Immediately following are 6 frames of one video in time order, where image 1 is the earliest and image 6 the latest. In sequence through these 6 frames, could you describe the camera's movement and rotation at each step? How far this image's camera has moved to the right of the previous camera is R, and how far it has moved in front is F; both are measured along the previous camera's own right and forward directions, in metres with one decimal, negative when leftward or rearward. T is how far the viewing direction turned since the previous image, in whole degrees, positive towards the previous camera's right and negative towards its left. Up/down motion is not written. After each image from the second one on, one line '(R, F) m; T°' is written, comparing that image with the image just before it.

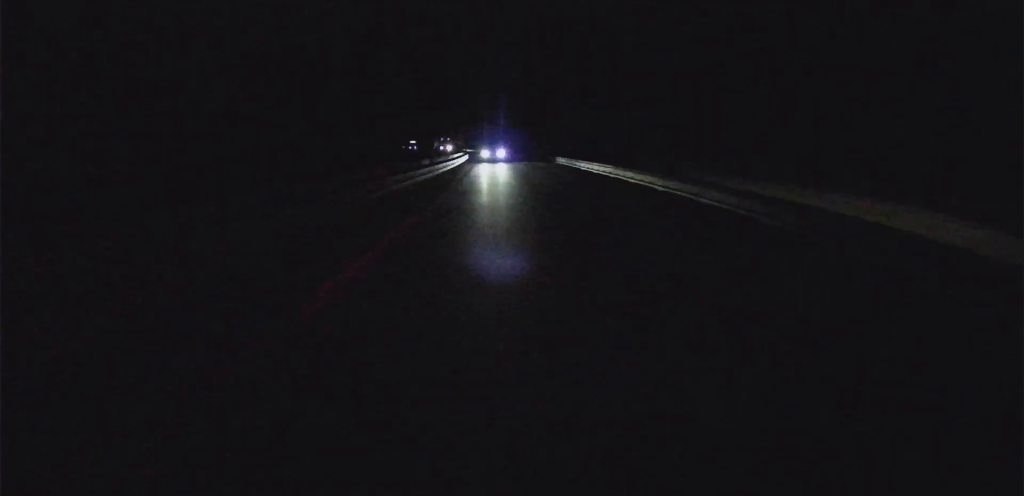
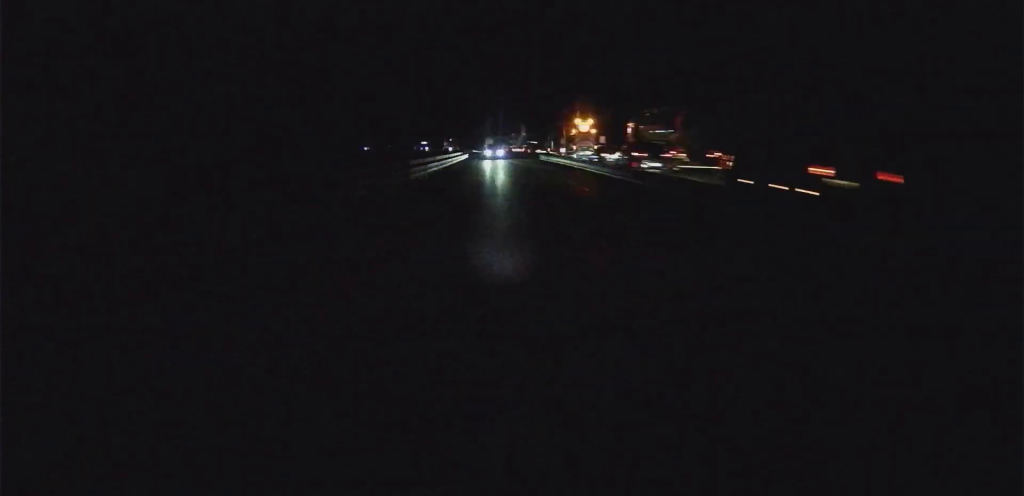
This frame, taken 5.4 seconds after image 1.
(+9.8, +93.2) m; +7°
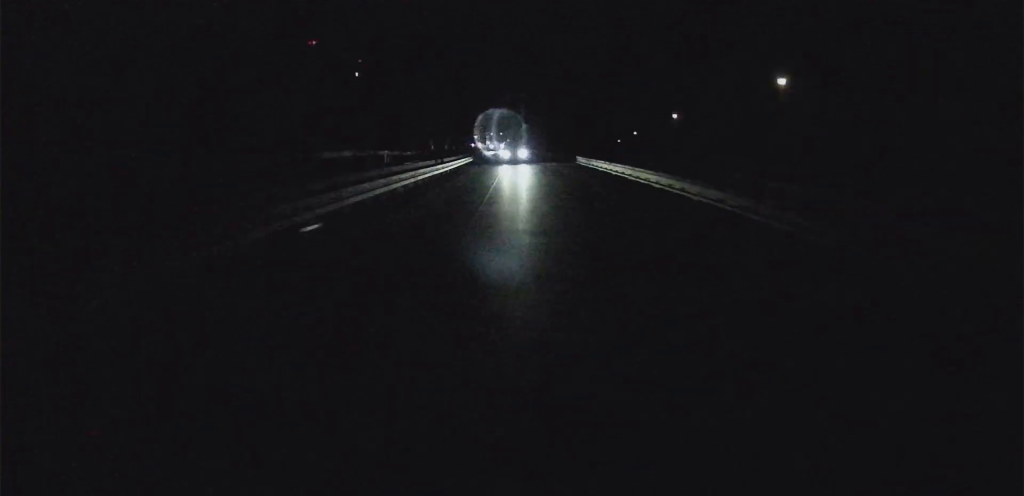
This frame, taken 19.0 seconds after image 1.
(+28.4, +262.5) m; +8°
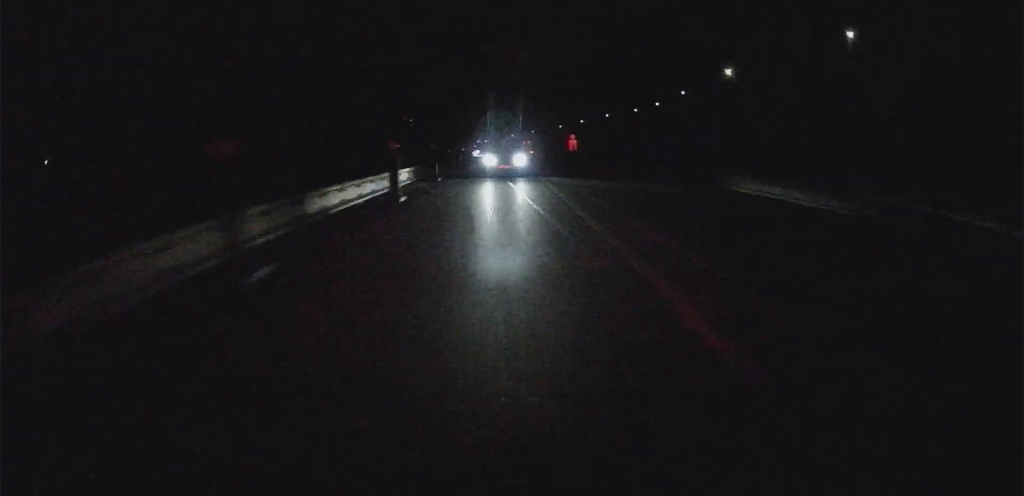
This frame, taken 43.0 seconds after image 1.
(+21.5, +434.4) m; +3°
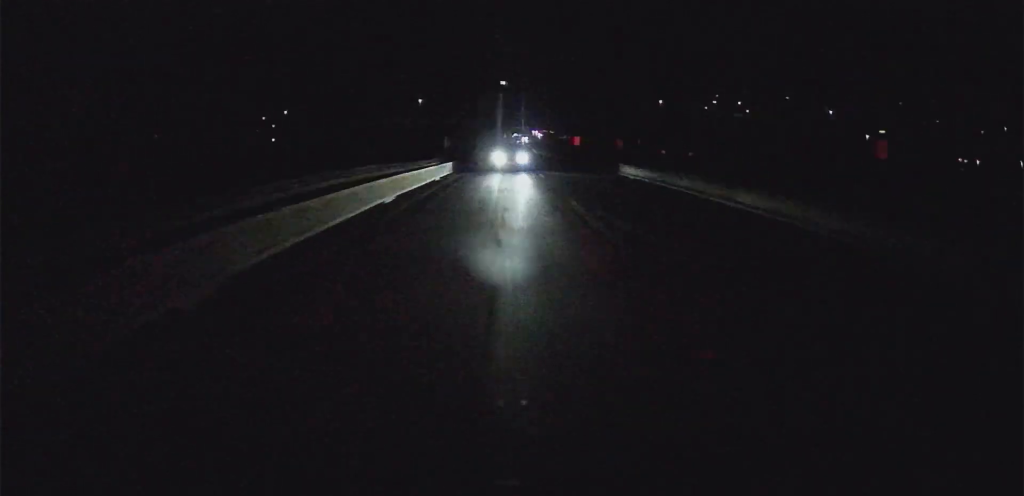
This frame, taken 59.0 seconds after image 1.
(-8.9, +287.5) m; -2°
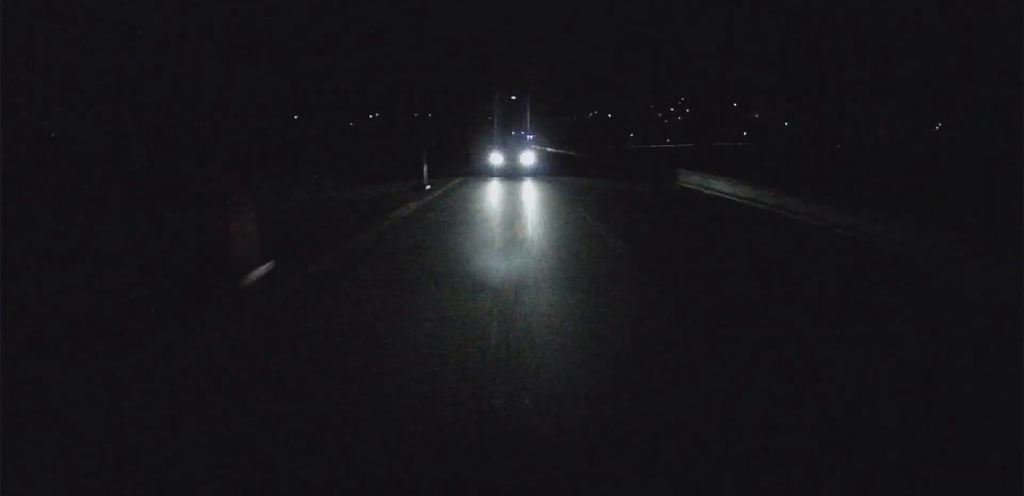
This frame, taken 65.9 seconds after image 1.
(-0.1, +120.9) m; 0°
